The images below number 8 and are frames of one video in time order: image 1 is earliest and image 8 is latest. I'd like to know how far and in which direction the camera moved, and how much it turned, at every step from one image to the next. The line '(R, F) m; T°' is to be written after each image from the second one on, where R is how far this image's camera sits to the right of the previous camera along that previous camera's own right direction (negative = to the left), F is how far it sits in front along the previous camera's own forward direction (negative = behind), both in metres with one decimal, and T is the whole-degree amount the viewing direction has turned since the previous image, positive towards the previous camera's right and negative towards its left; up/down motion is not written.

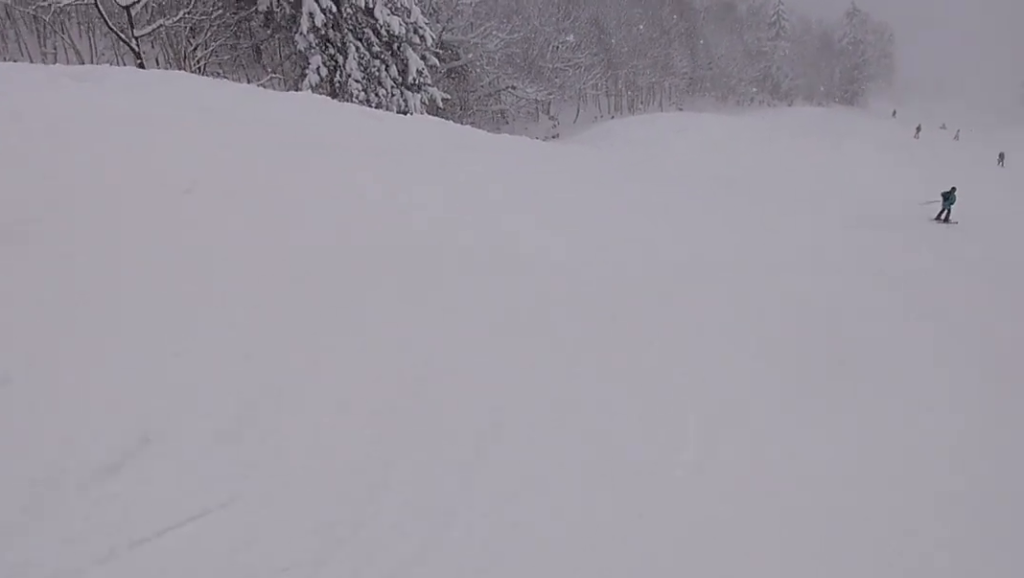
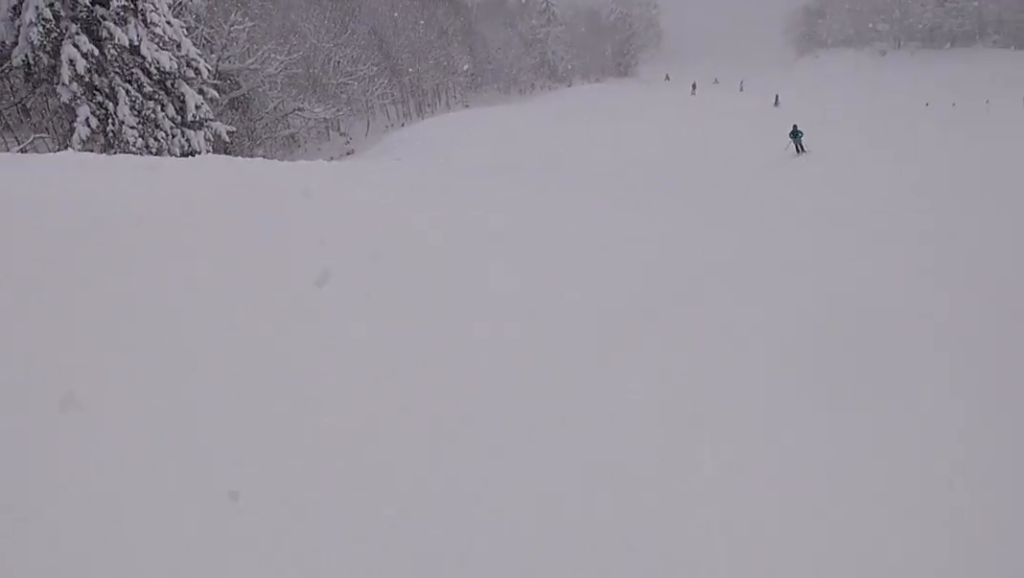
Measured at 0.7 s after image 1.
(+1.8, +3.2) m; +24°
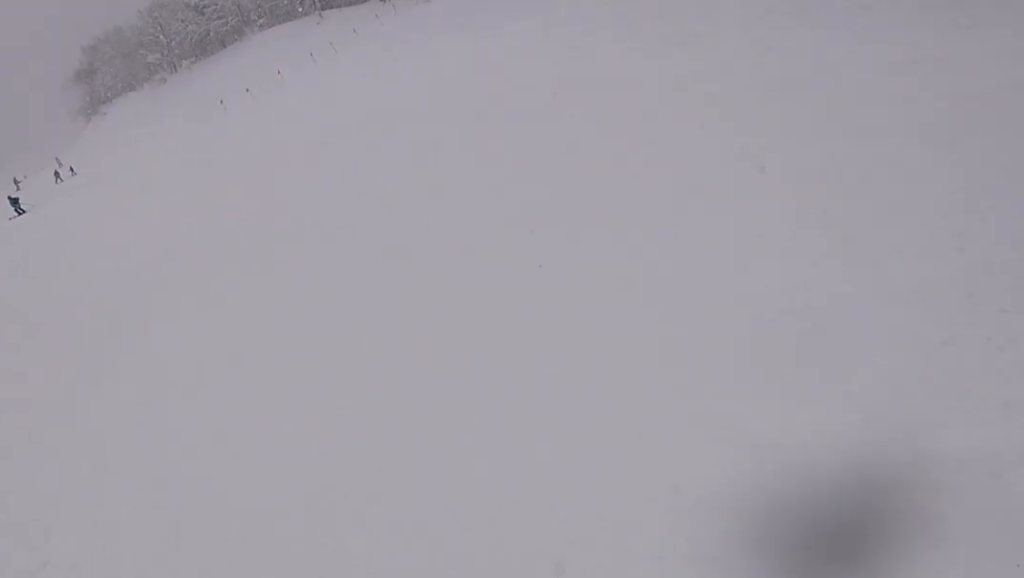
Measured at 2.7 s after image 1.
(+3.6, +10.5) m; +5°
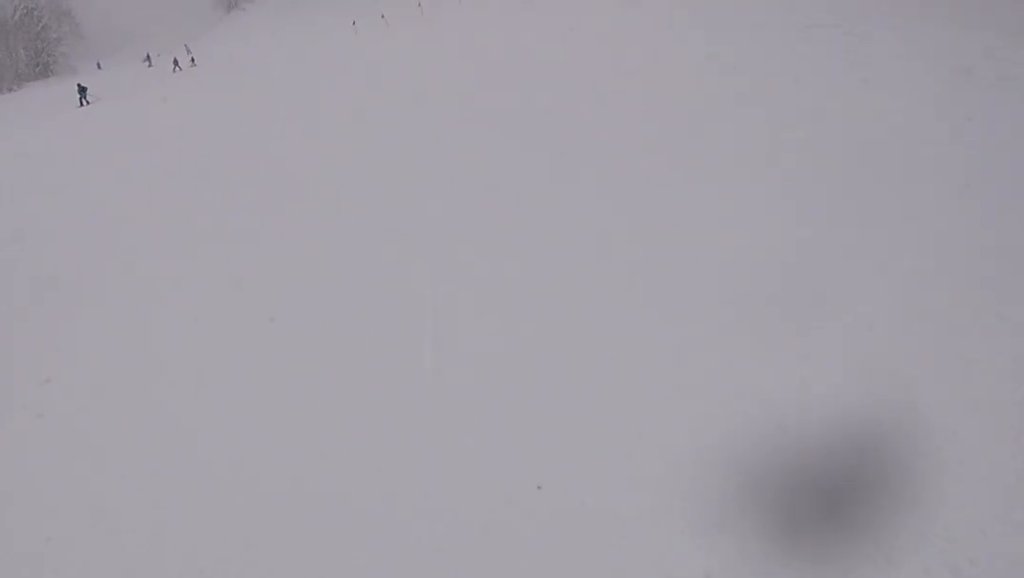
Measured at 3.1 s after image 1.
(0.0, +2.3) m; -14°
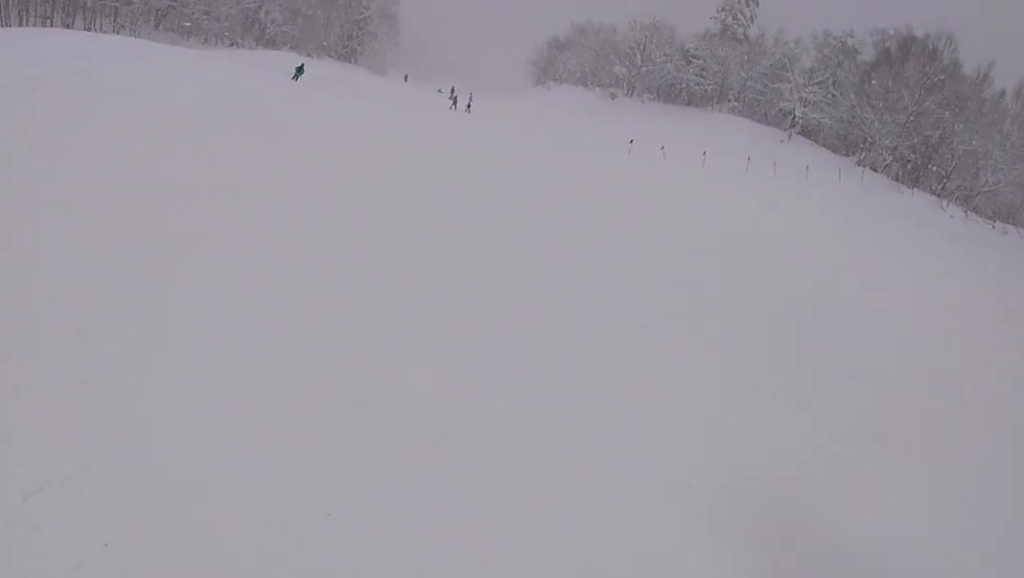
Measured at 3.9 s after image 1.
(-1.9, +4.5) m; -31°
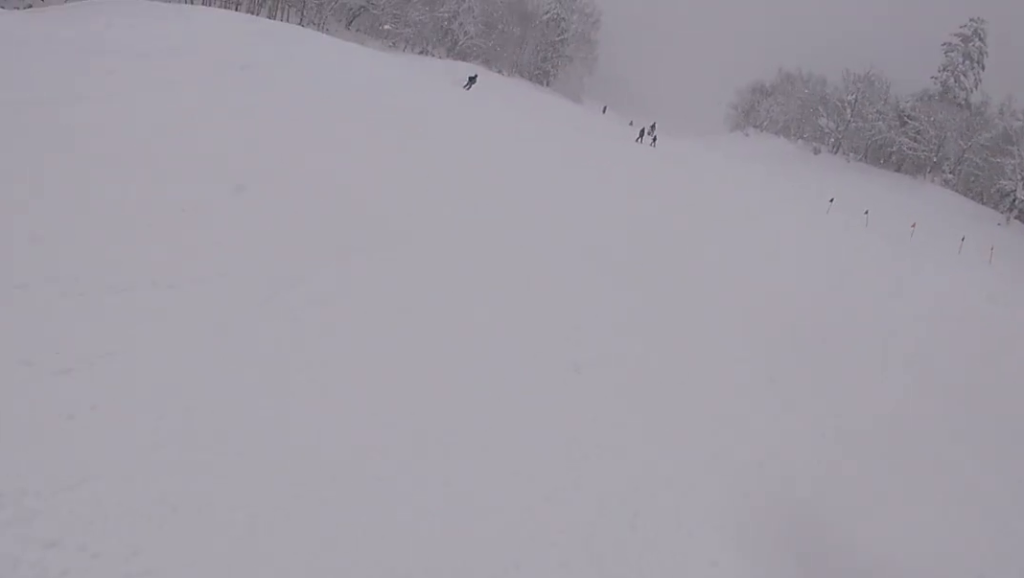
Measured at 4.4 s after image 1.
(-0.7, +3.3) m; -10°
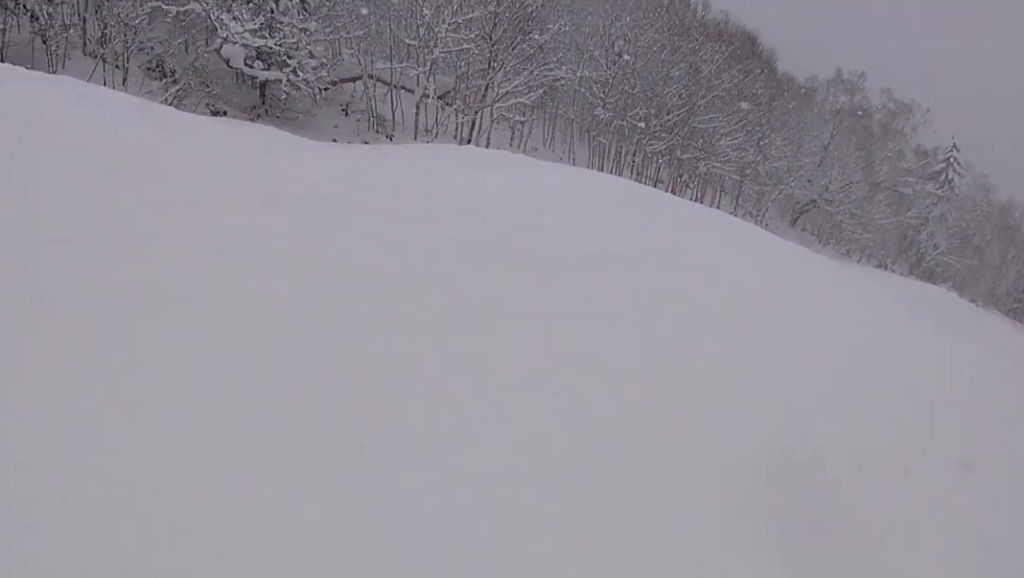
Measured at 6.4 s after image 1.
(-2.6, +9.6) m; -35°
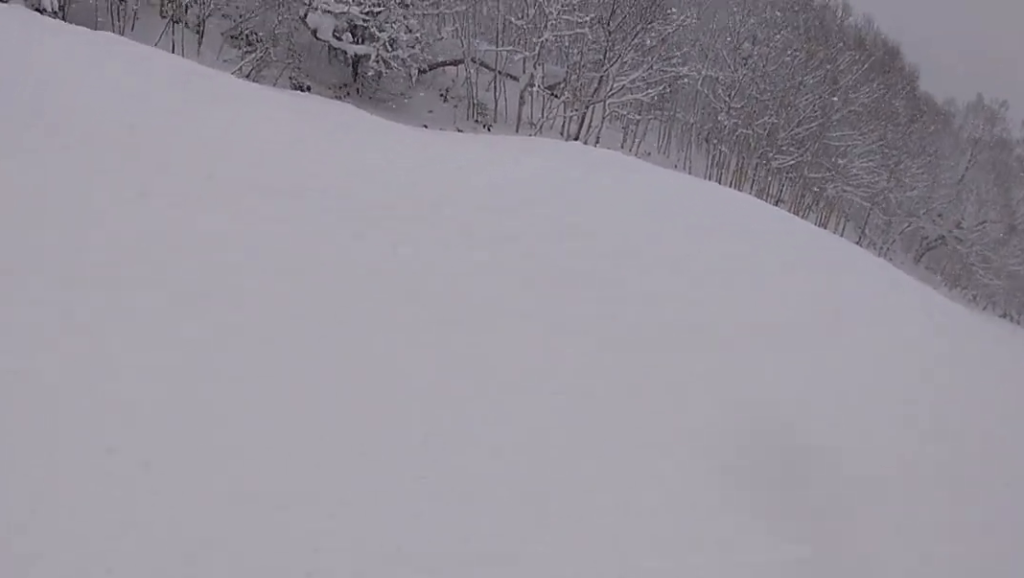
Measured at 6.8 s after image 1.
(-0.3, +1.9) m; -9°
